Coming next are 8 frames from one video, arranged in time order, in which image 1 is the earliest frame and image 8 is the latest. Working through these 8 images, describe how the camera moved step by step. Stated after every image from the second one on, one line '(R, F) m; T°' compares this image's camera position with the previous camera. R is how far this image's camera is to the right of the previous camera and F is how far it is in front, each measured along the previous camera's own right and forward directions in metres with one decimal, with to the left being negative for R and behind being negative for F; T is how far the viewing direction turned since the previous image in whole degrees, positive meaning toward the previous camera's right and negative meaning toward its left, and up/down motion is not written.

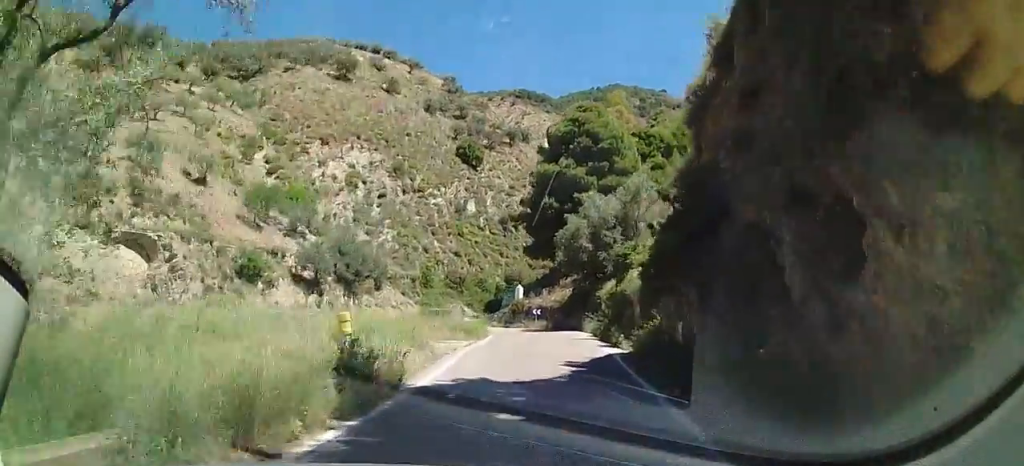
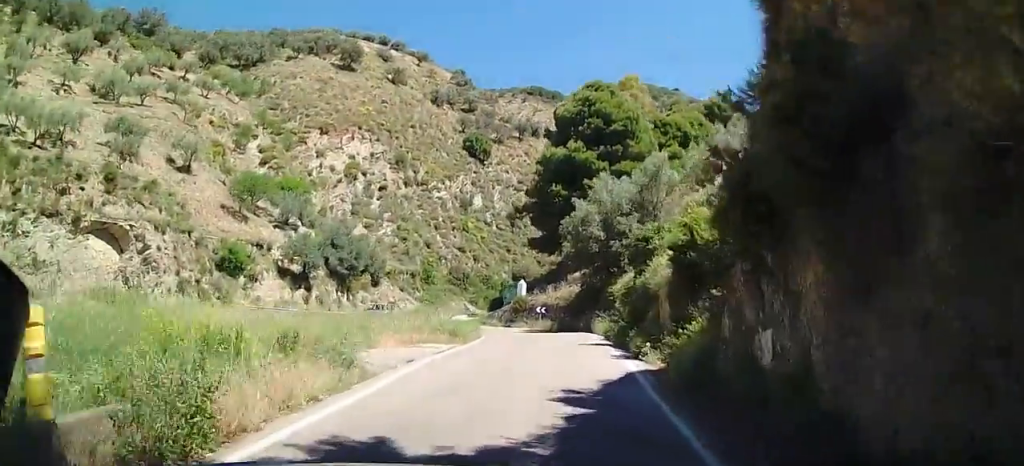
(0.0, +5.2) m; 0°
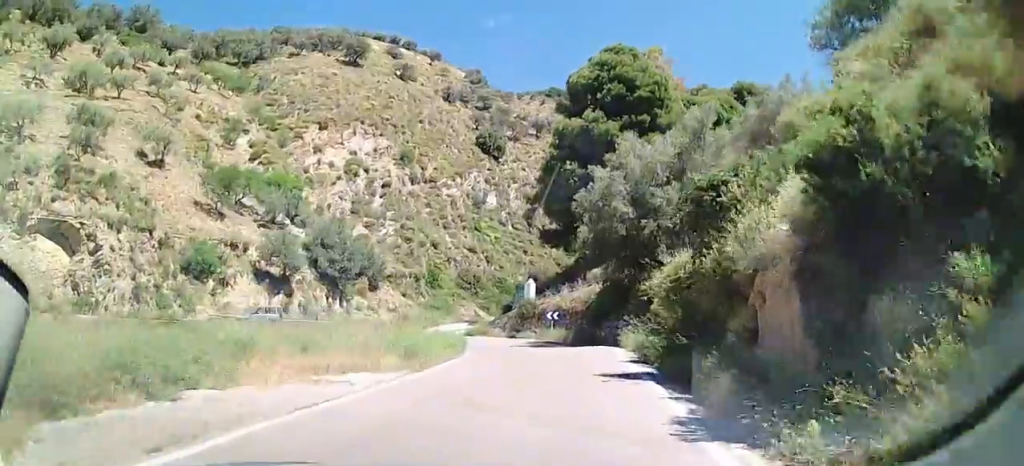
(0.0, +8.6) m; +2°
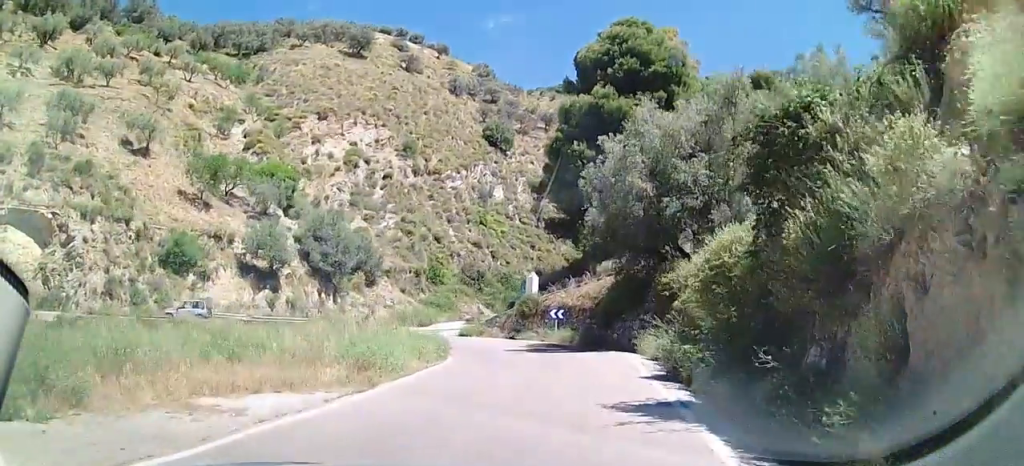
(0.0, +4.3) m; +1°
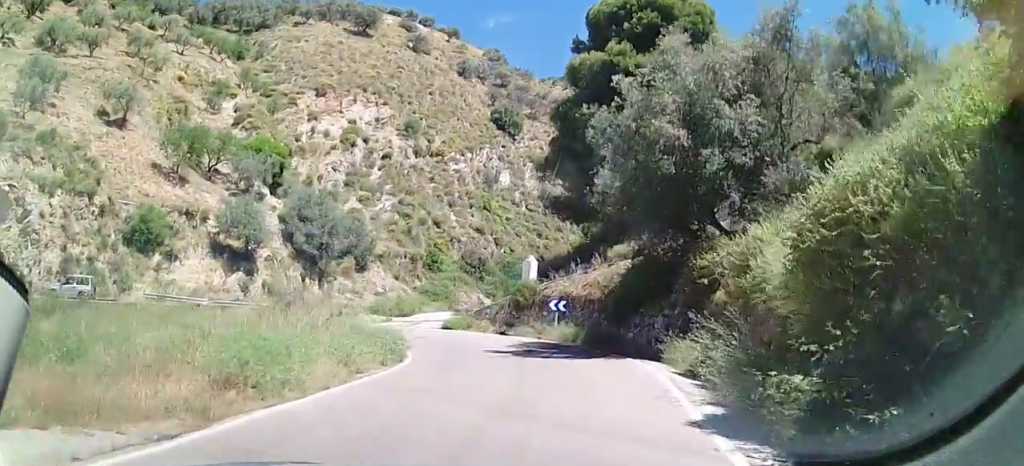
(+0.3, +5.8) m; +1°
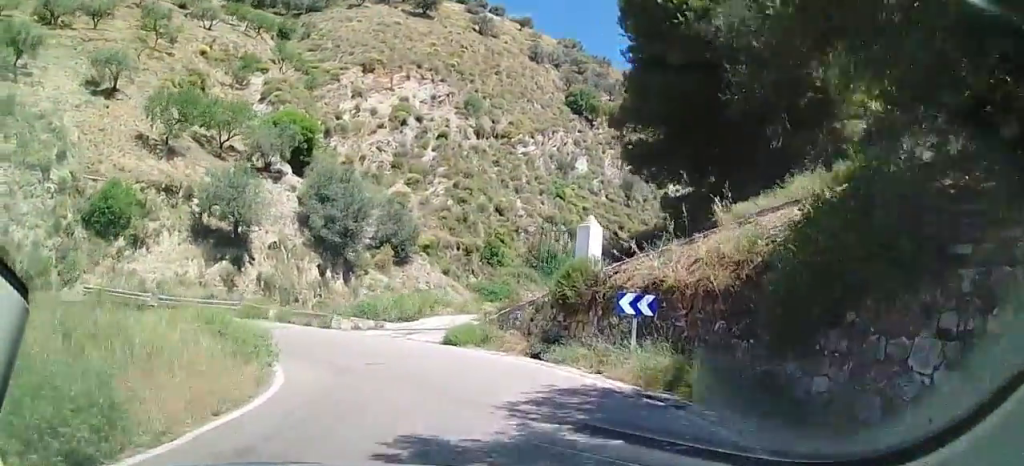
(-0.7, +14.1) m; -11°
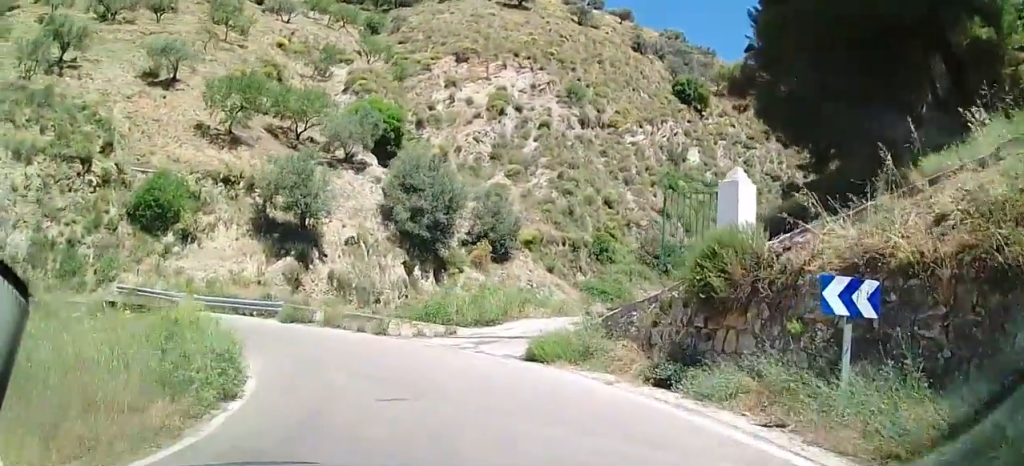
(-0.2, +6.0) m; -12°
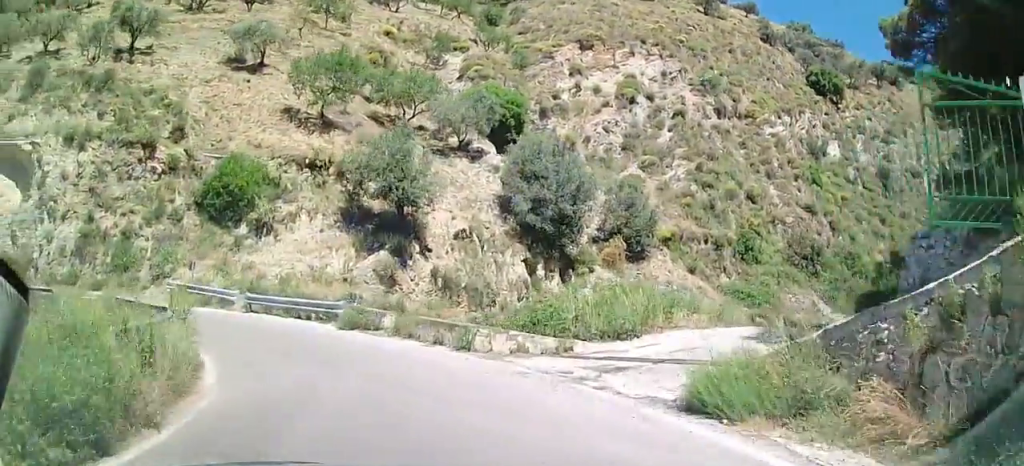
(-1.2, +5.9) m; -12°
